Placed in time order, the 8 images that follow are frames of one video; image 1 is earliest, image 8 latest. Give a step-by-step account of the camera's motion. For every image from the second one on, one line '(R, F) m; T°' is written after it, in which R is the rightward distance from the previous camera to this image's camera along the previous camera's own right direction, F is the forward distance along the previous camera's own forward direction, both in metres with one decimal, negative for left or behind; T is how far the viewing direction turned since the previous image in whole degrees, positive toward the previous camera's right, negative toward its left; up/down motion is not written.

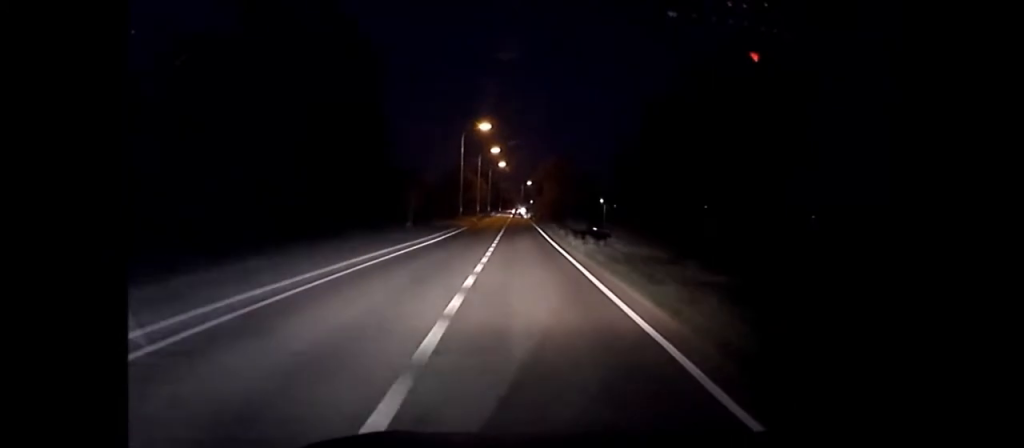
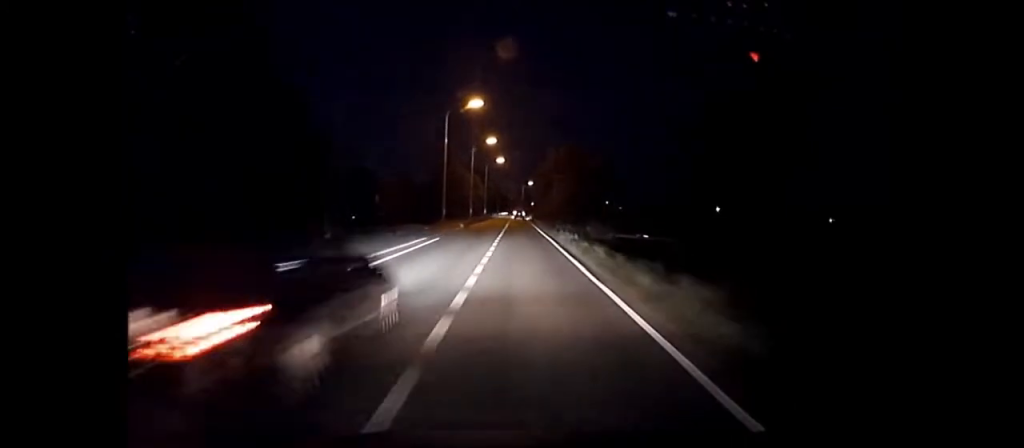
(0.0, +16.8) m; 0°
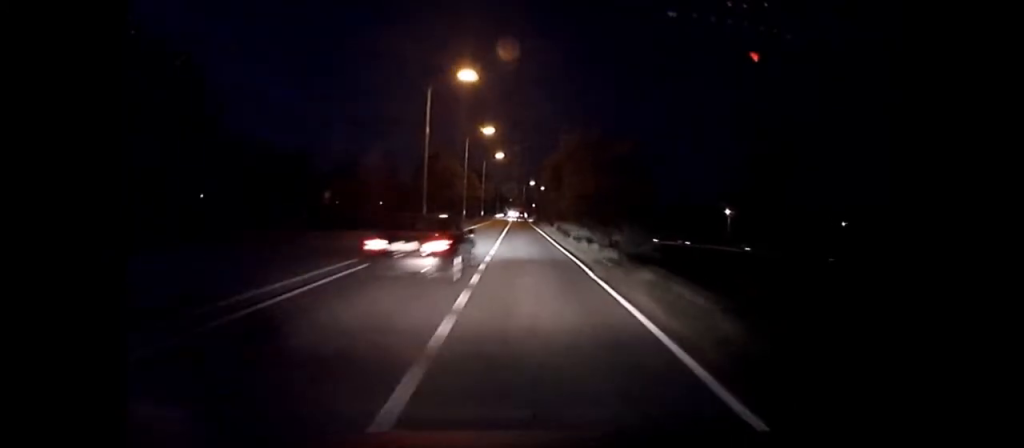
(0.0, +11.2) m; 0°
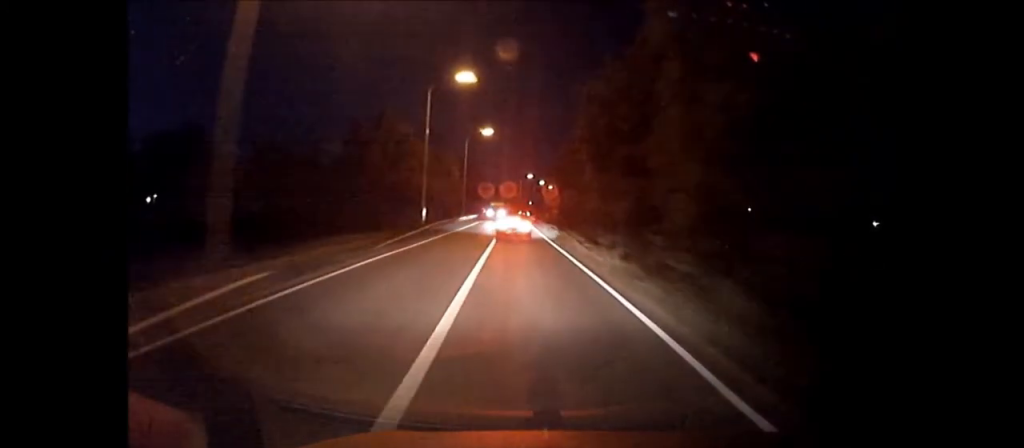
(-0.2, +29.6) m; 0°
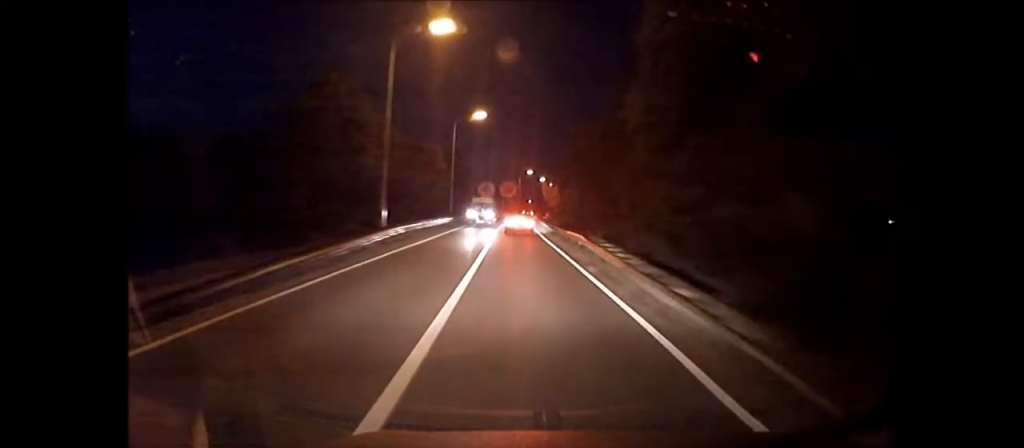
(+0.2, +11.8) m; 0°
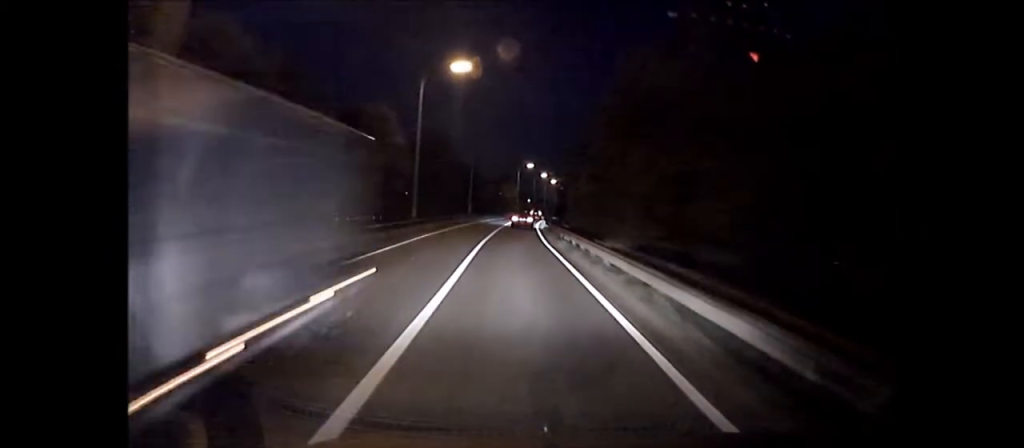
(0.0, +22.4) m; 0°
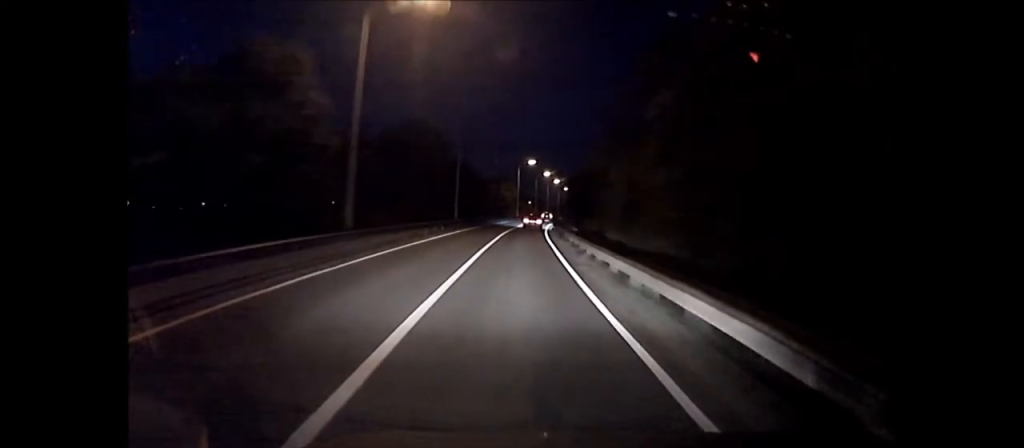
(0.0, +15.9) m; 0°
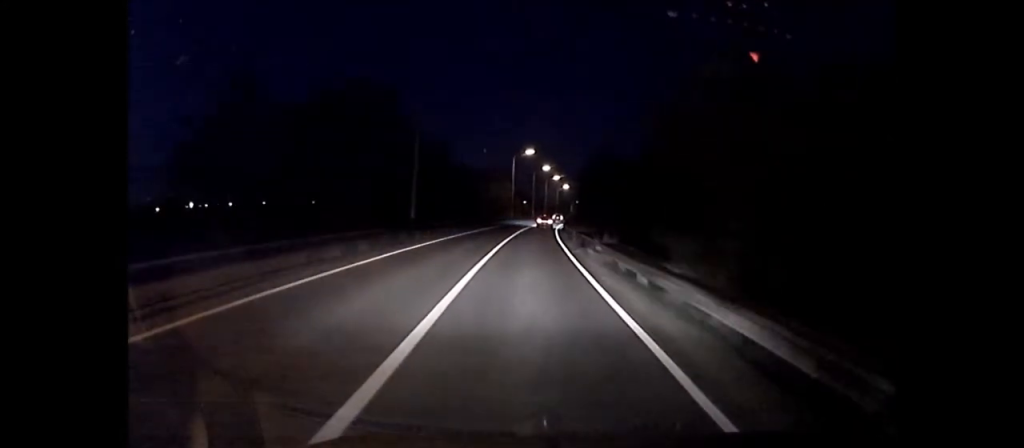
(+0.1, +19.7) m; 0°
